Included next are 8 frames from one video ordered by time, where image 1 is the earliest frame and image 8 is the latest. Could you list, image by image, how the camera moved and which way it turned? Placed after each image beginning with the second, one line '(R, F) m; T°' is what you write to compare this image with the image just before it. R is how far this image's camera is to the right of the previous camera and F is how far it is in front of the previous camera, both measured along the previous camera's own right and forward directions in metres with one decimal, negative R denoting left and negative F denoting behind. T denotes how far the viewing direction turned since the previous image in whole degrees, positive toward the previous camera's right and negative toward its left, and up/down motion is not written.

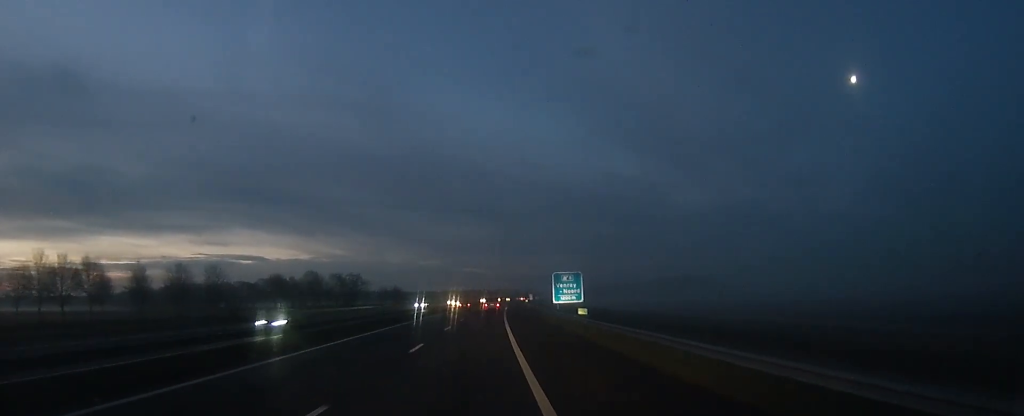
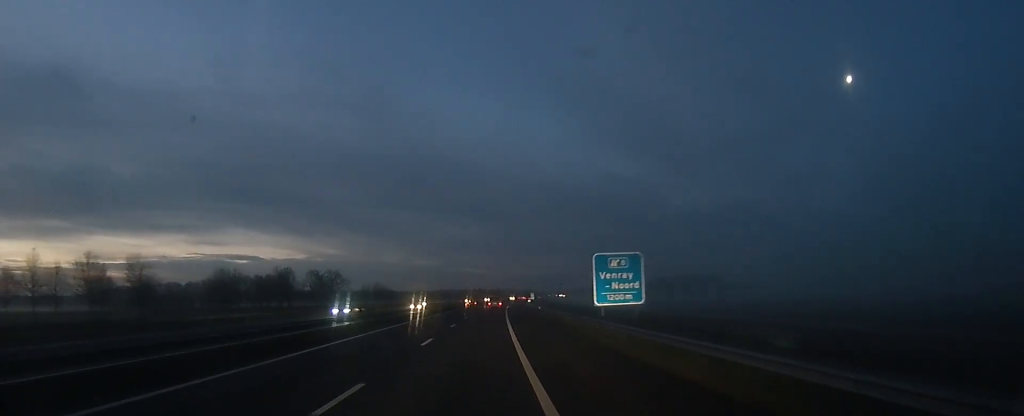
(+0.1, +21.5) m; +1°
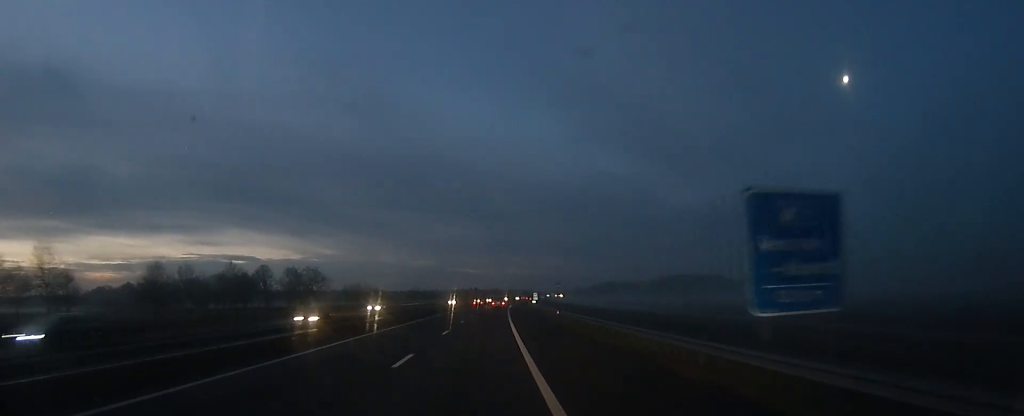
(+0.7, +18.1) m; 0°
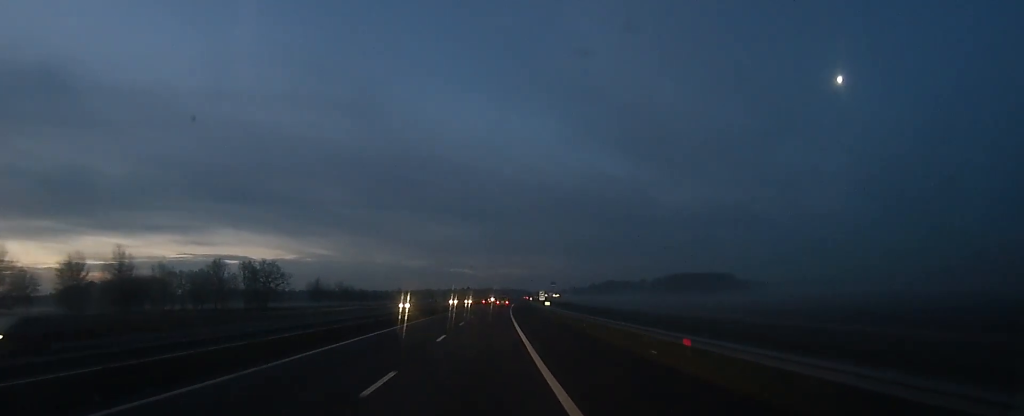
(-0.9, +27.8) m; -2°
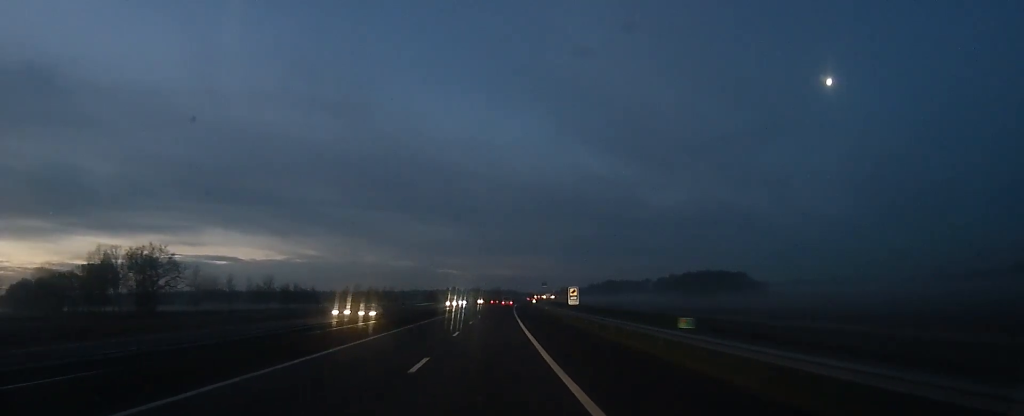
(+1.4, +44.6) m; +4°
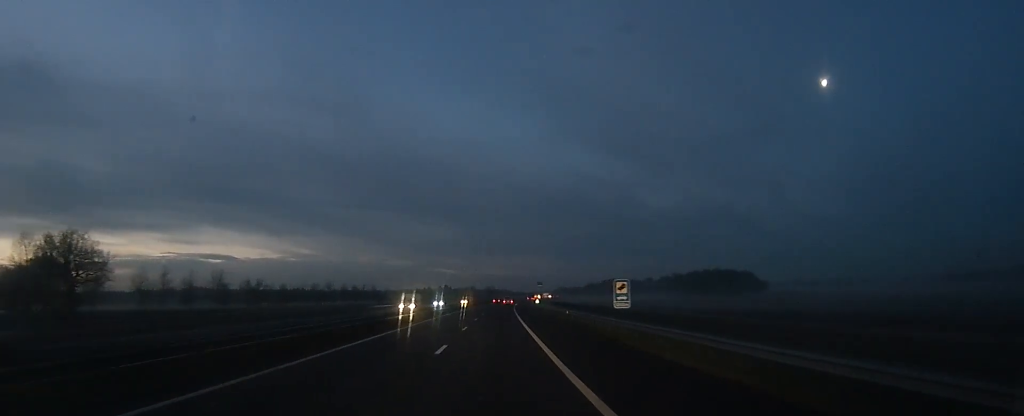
(+0.2, +20.0) m; +1°
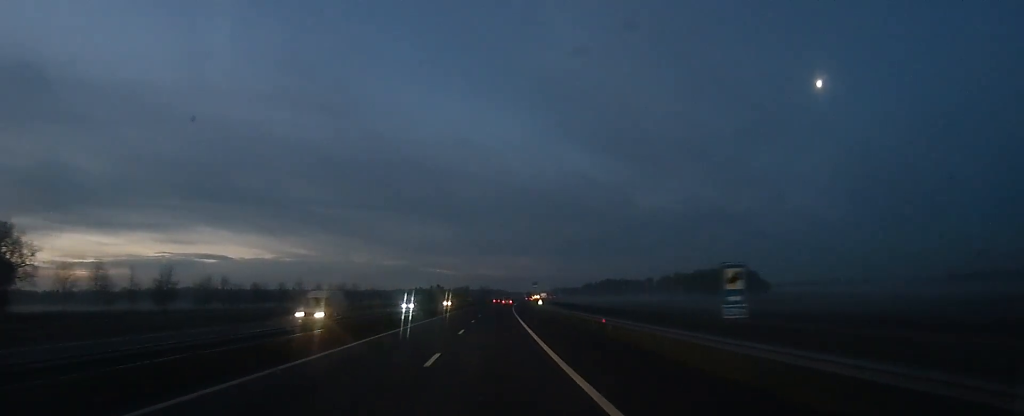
(0.0, +14.9) m; 0°
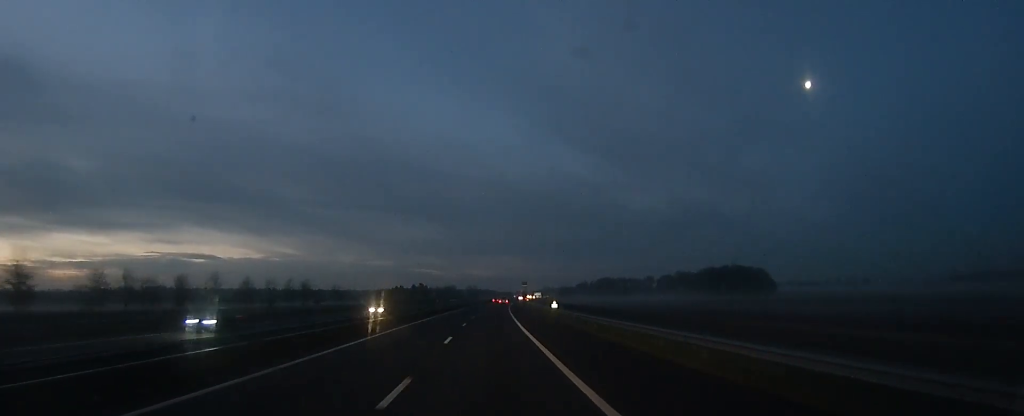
(-0.1, +29.3) m; +1°
